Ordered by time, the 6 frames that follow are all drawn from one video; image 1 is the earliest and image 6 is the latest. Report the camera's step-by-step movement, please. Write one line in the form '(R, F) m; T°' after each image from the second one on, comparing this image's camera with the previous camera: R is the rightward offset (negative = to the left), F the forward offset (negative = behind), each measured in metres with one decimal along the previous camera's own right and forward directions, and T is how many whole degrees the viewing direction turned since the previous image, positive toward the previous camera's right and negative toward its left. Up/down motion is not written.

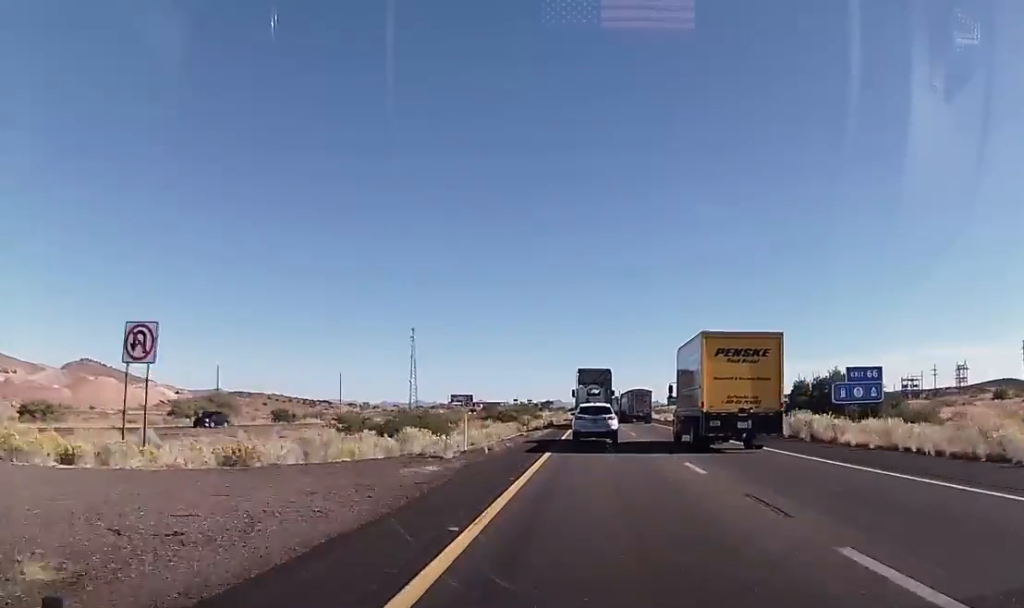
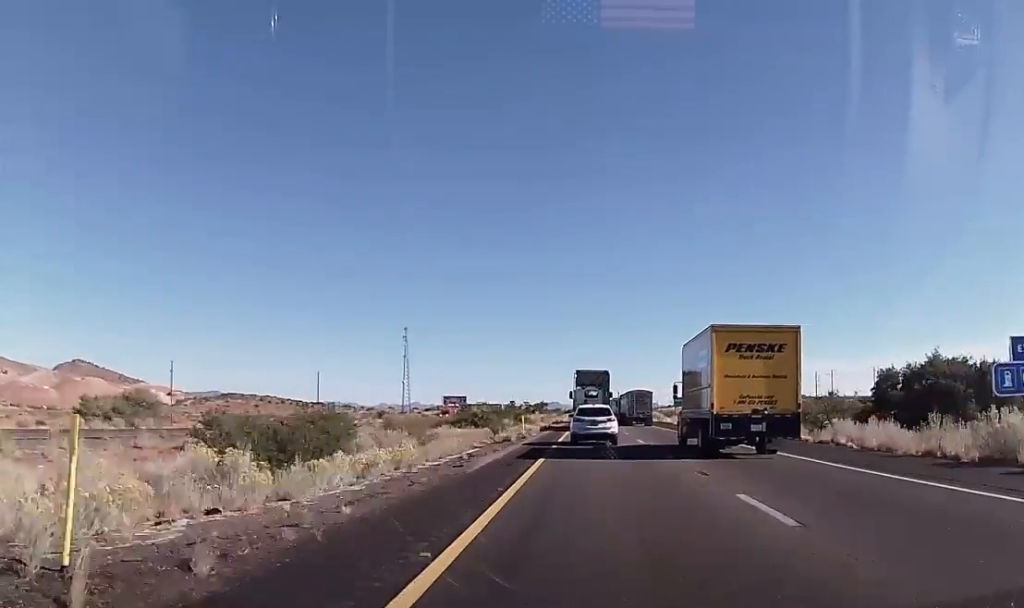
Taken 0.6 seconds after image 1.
(0.0, +20.0) m; 0°
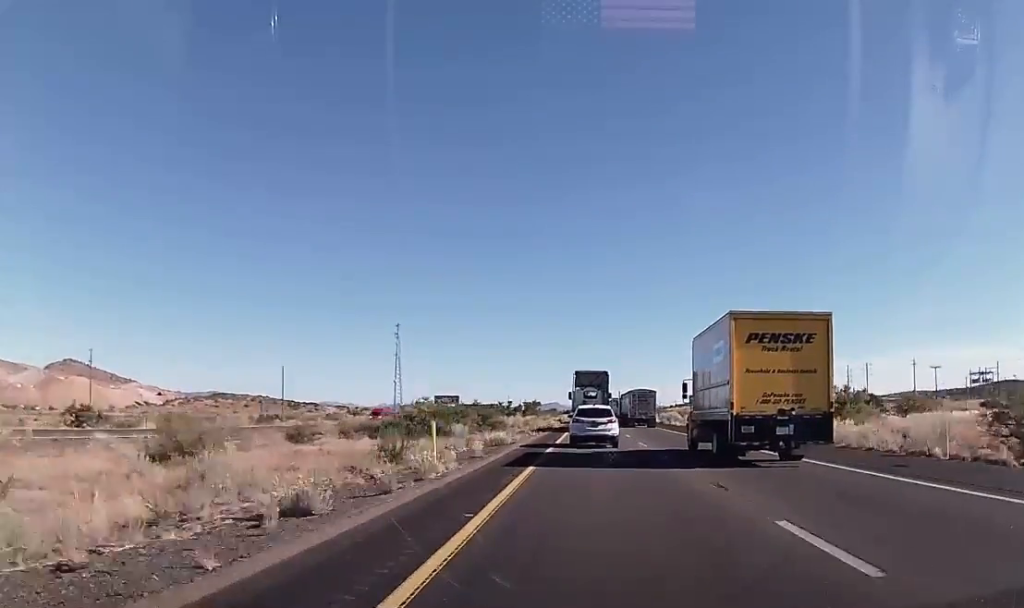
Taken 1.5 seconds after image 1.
(+0.2, +27.8) m; 0°
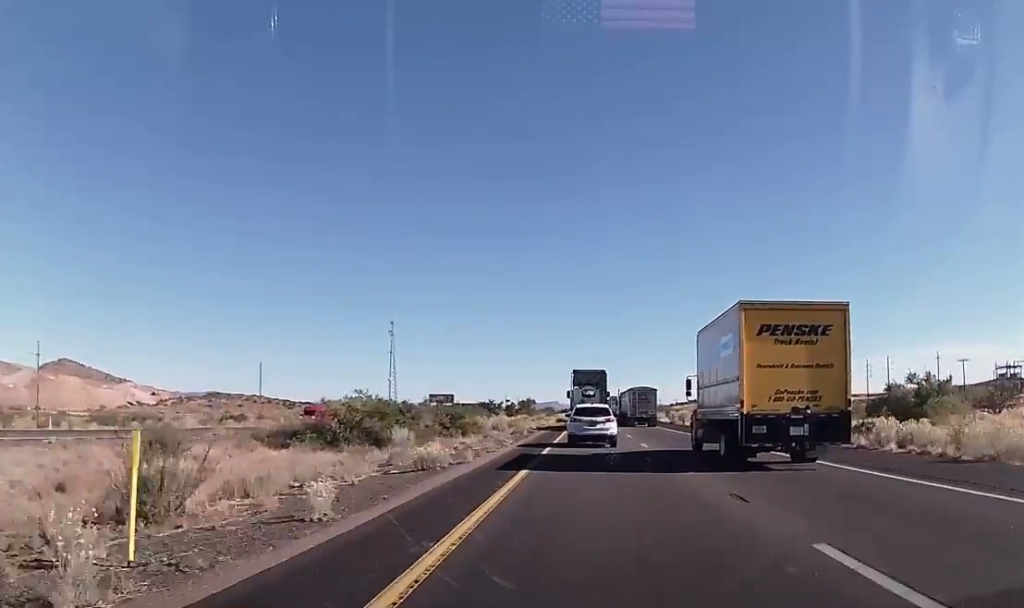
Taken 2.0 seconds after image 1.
(0.0, +14.2) m; 0°
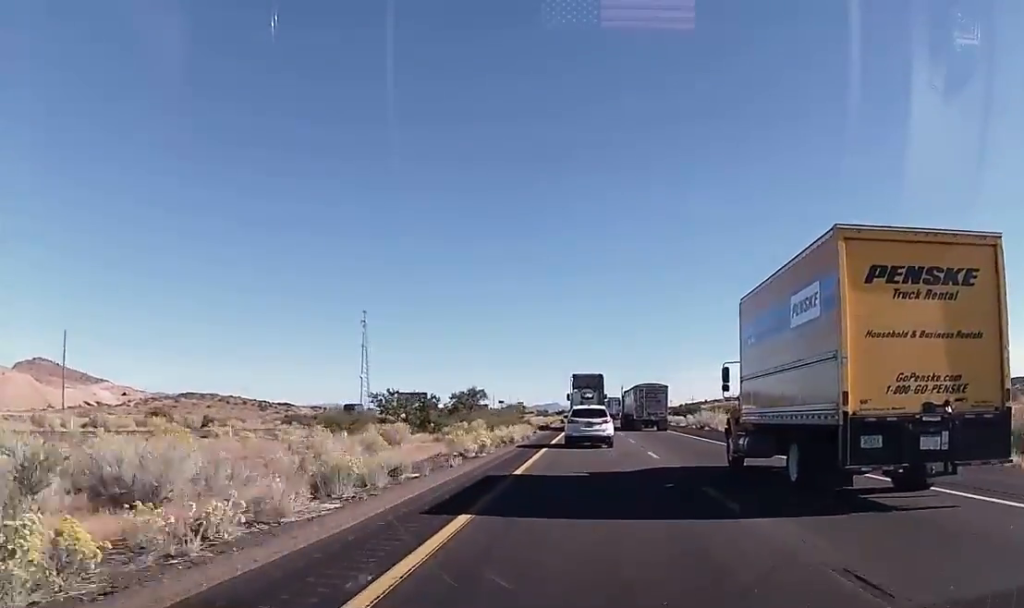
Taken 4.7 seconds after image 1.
(+0.2, +80.3) m; 0°
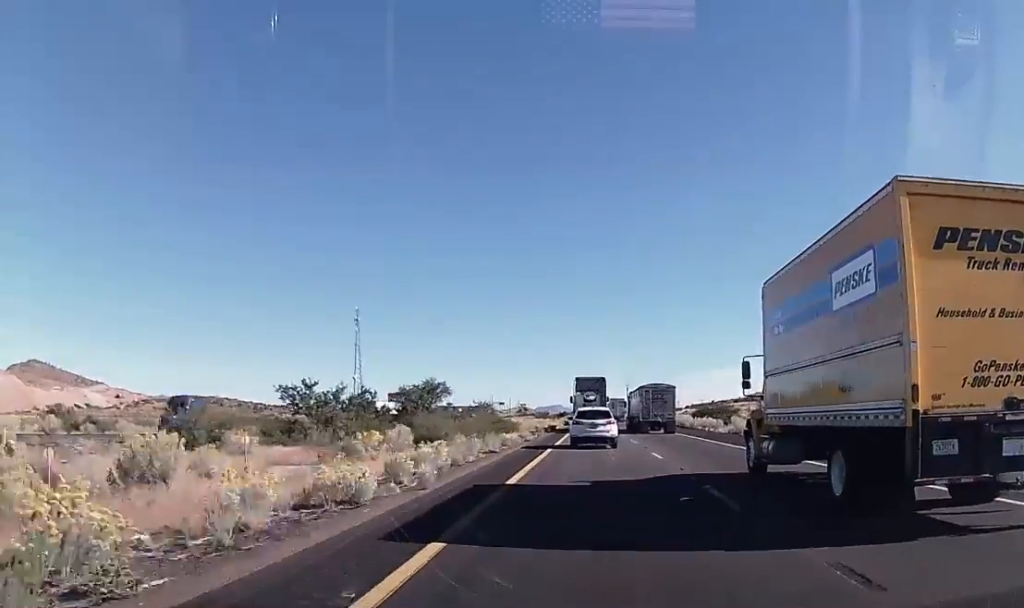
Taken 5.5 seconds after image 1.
(-0.3, +24.2) m; -1°
